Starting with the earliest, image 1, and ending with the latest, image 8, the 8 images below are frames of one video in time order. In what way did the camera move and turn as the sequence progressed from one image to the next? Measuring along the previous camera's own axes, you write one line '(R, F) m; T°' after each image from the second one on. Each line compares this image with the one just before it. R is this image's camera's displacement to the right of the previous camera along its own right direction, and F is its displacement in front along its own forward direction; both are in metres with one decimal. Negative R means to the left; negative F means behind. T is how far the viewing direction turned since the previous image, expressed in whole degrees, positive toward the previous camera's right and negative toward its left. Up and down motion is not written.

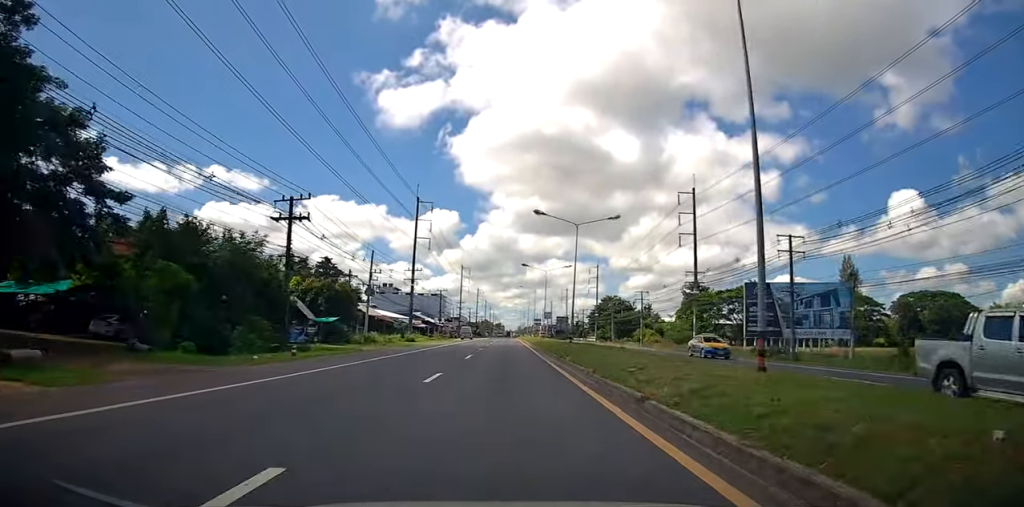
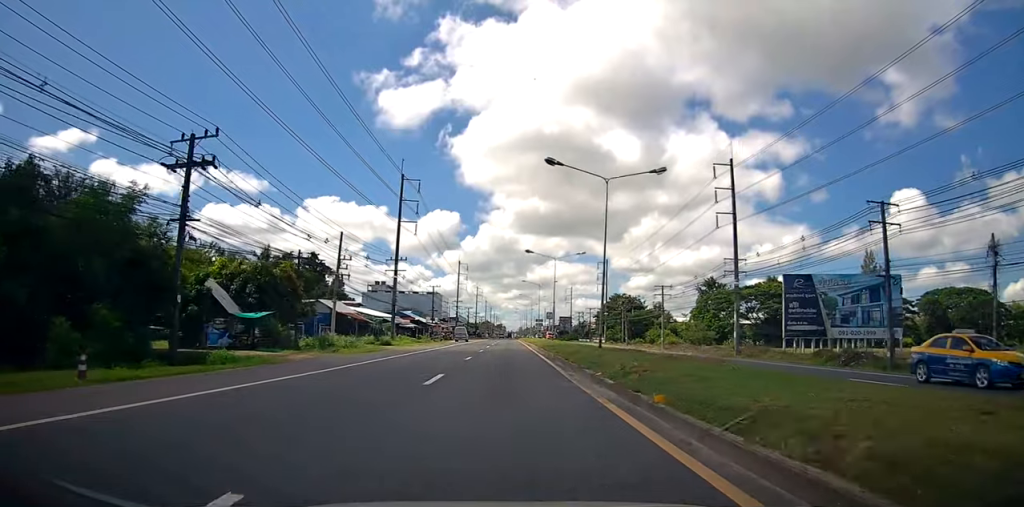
(+0.1, +12.4) m; 0°
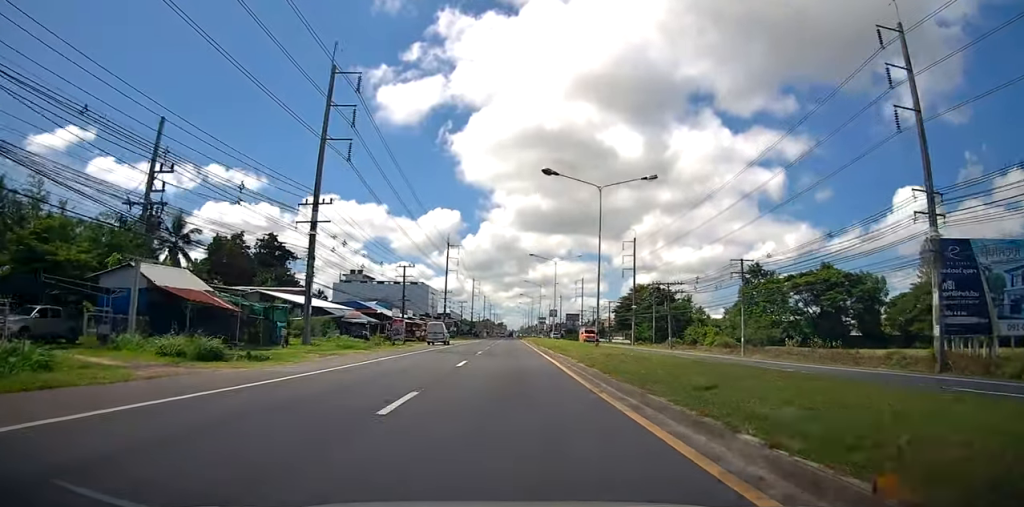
(-0.2, +28.4) m; -1°
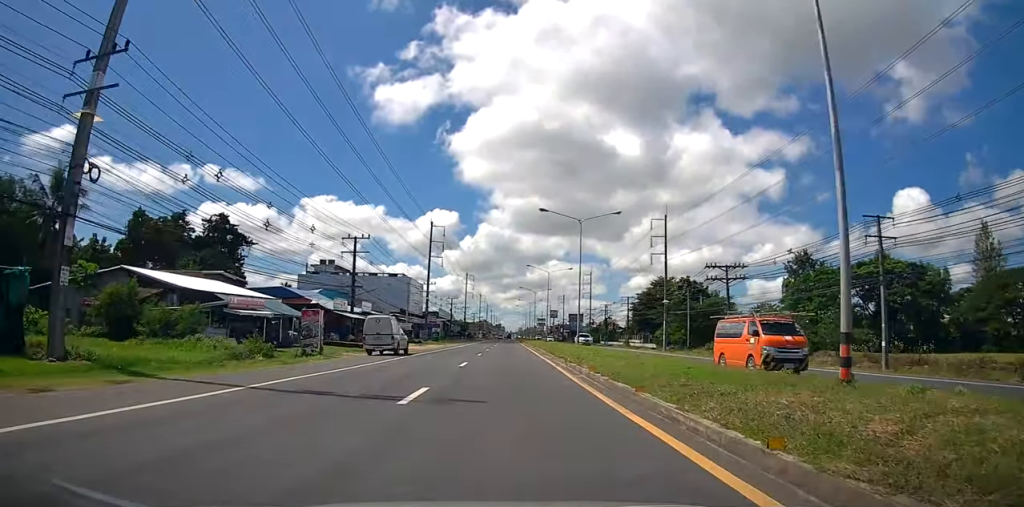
(0.0, +21.8) m; 0°
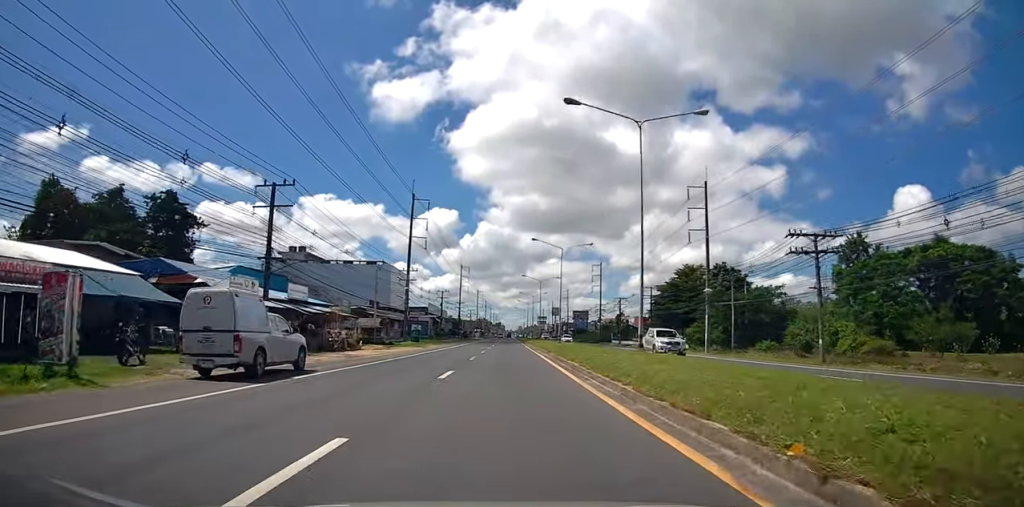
(-0.1, +16.8) m; 0°
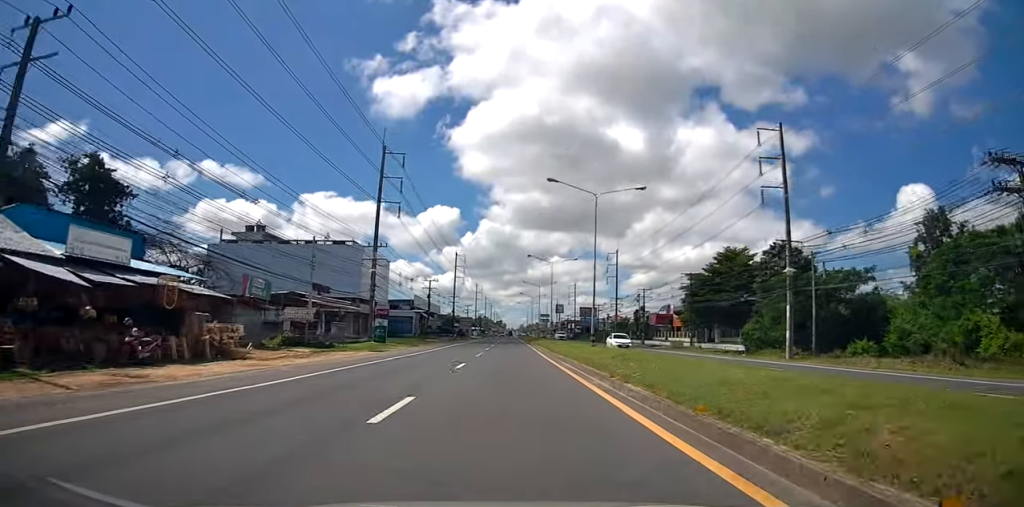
(0.0, +18.5) m; 0°
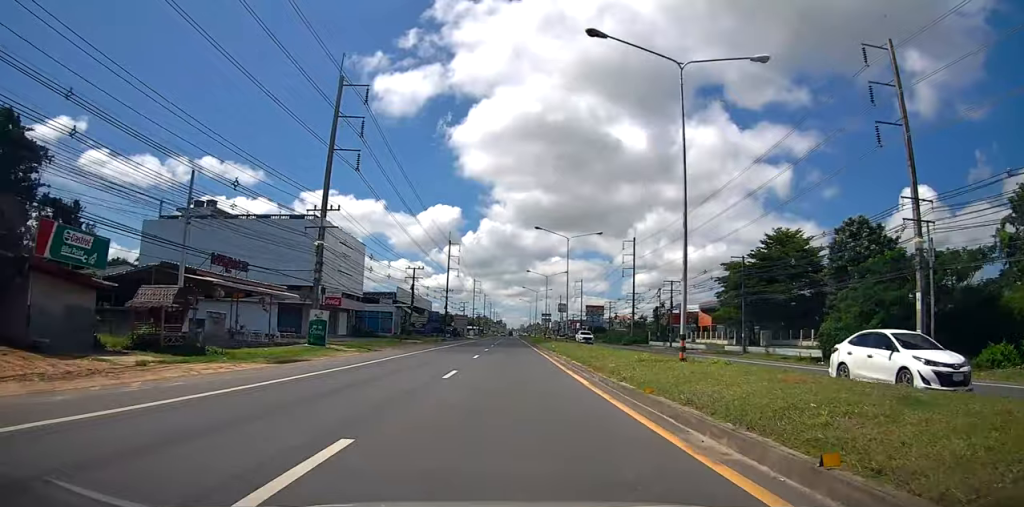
(0.0, +15.1) m; 0°
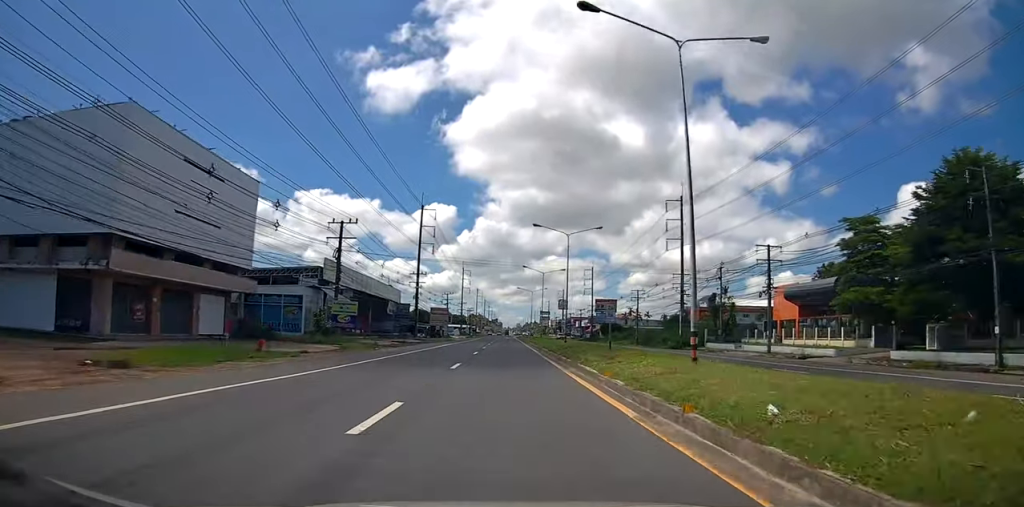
(+0.1, +28.1) m; 0°
